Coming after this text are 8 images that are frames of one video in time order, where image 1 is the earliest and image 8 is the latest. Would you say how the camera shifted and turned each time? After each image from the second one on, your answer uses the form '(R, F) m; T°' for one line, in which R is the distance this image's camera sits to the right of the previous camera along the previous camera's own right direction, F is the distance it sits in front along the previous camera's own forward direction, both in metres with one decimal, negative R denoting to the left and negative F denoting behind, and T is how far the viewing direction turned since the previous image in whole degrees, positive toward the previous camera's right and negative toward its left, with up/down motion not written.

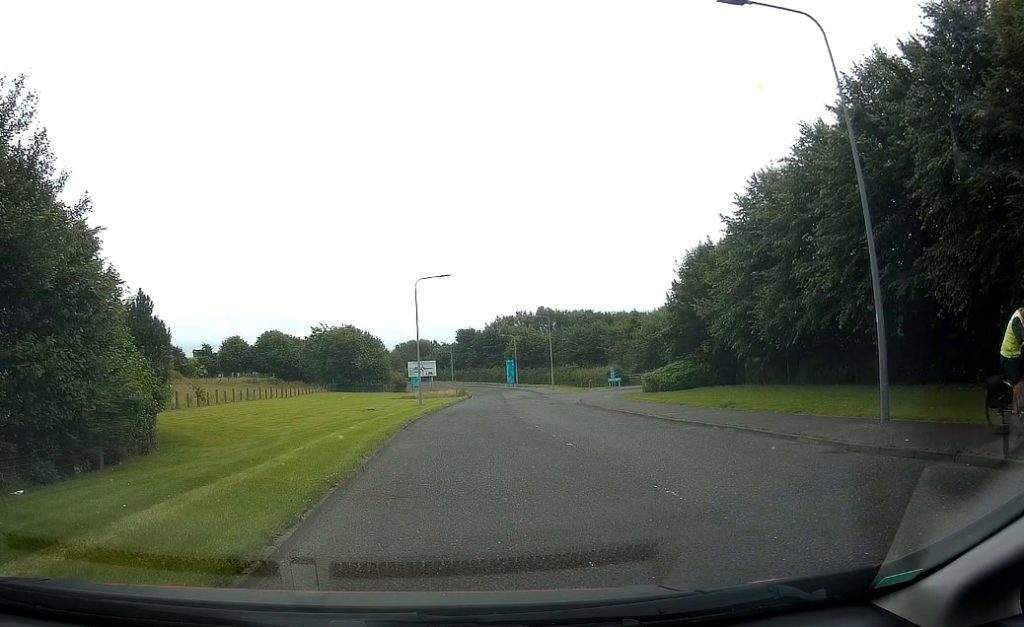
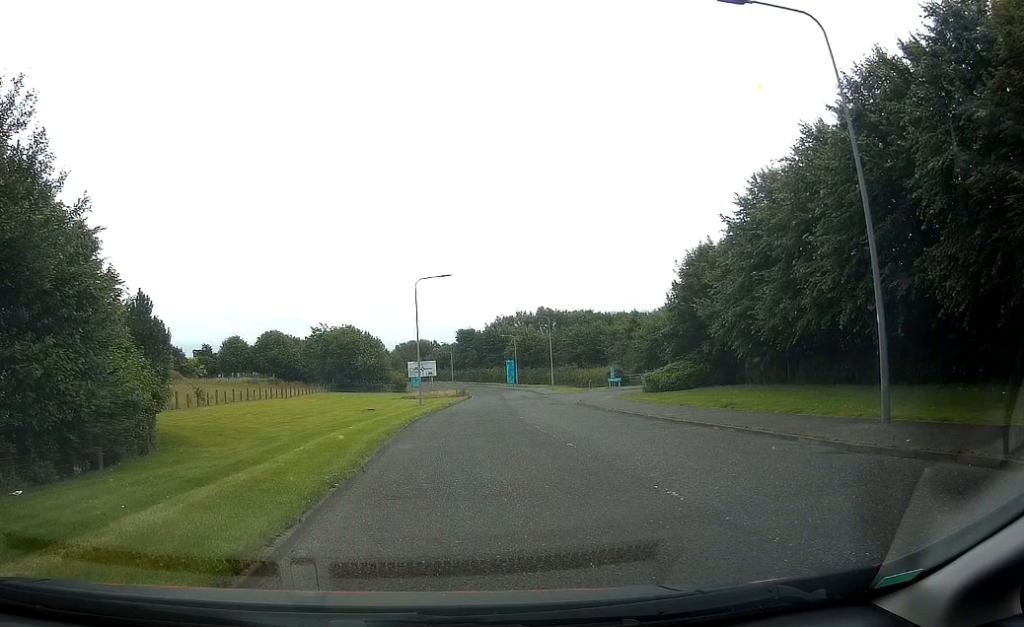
(0.0, 0.0) m; 0°
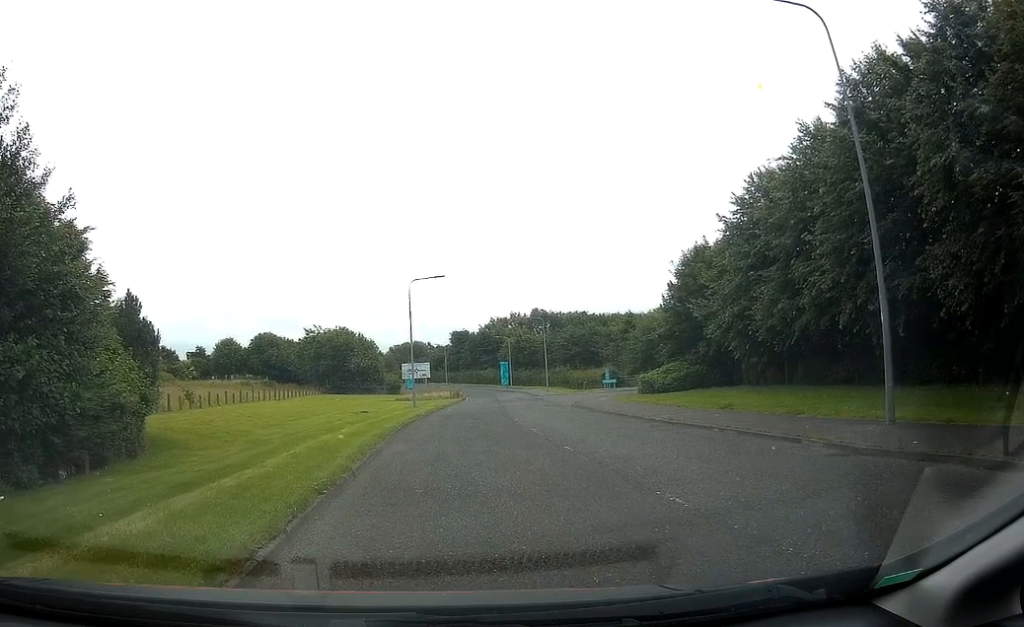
(-0.1, +0.2) m; 0°
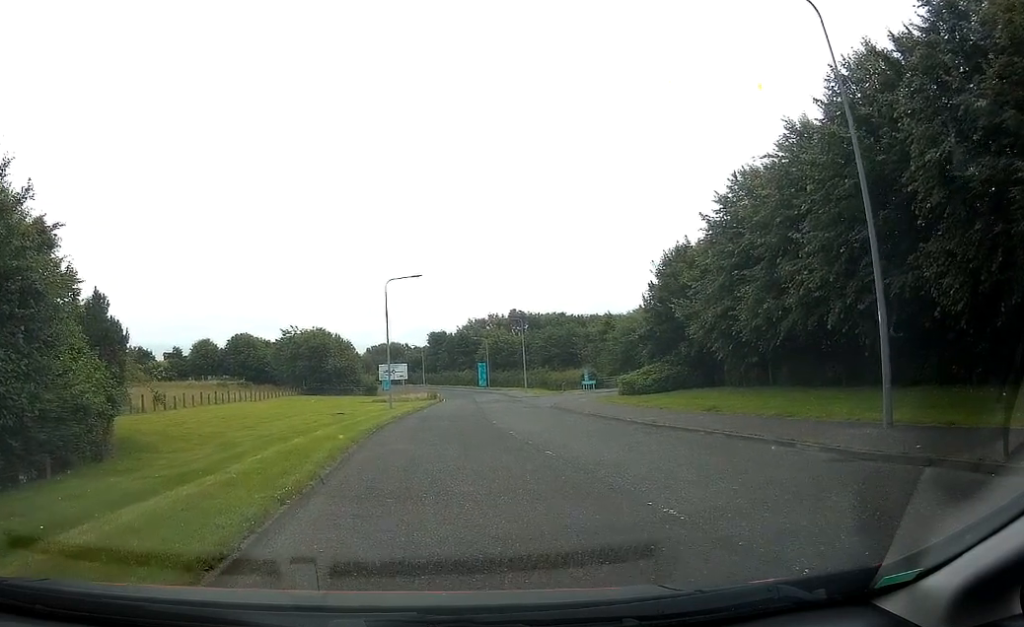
(0.0, +0.3) m; 0°
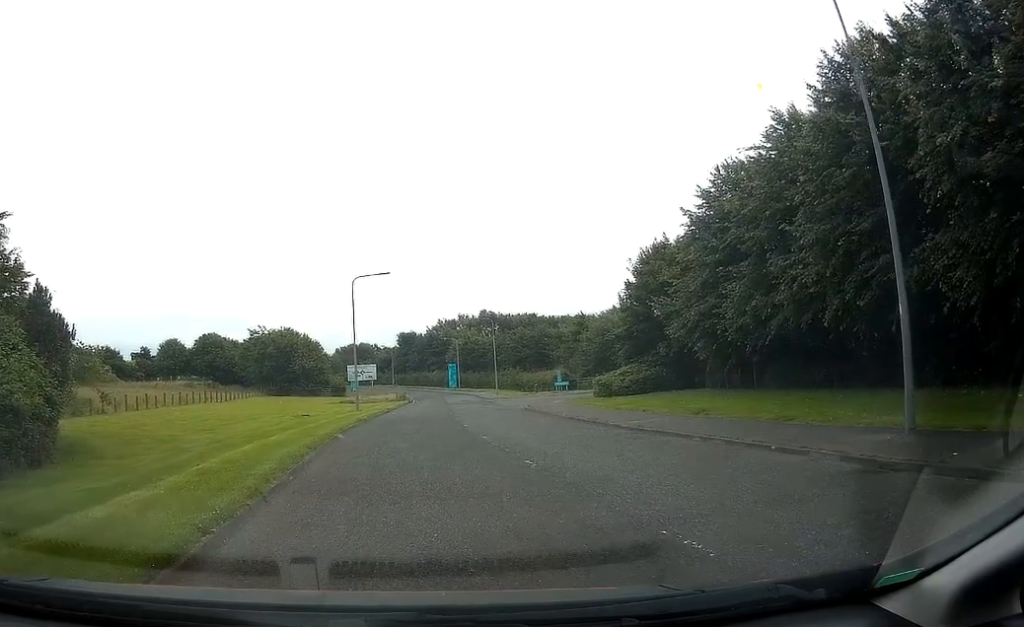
(0.0, +0.9) m; 0°
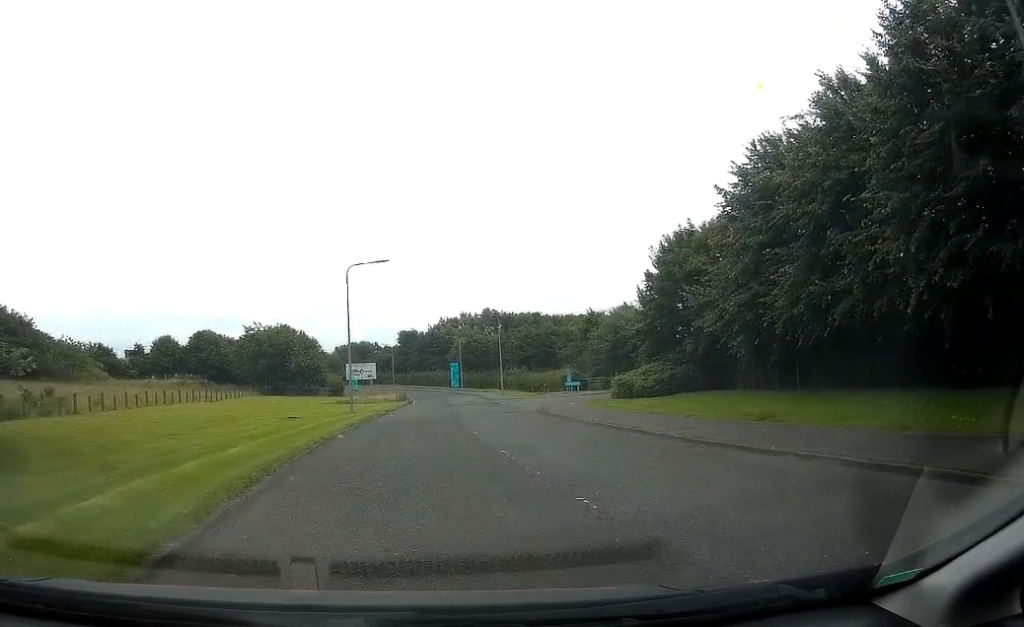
(0.0, +3.1) m; 0°
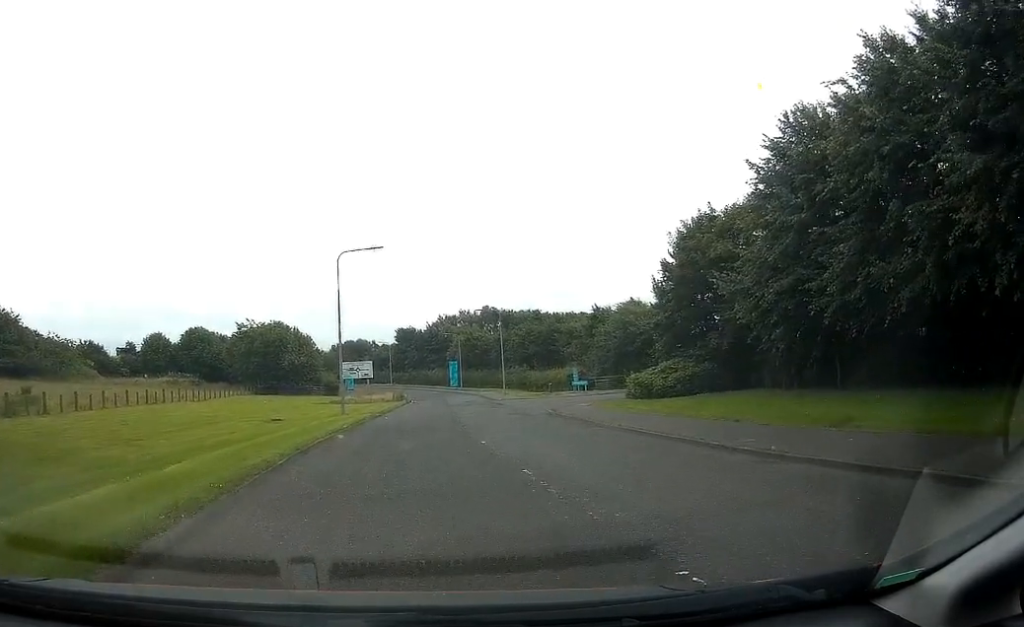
(0.0, +3.3) m; -1°
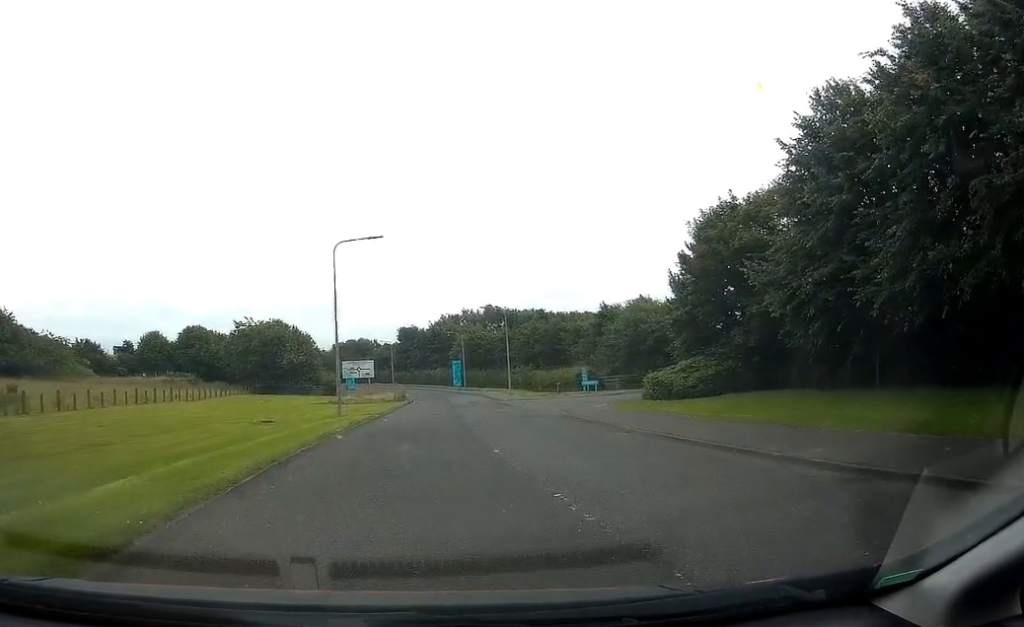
(0.0, +2.7) m; -1°
